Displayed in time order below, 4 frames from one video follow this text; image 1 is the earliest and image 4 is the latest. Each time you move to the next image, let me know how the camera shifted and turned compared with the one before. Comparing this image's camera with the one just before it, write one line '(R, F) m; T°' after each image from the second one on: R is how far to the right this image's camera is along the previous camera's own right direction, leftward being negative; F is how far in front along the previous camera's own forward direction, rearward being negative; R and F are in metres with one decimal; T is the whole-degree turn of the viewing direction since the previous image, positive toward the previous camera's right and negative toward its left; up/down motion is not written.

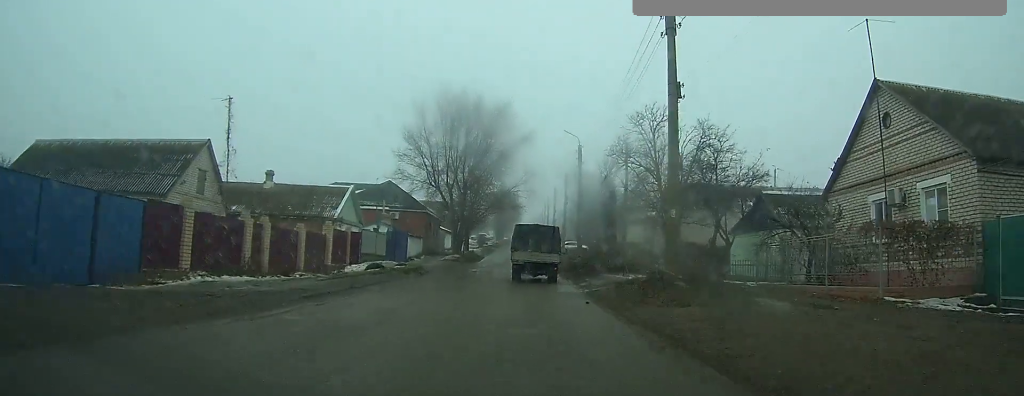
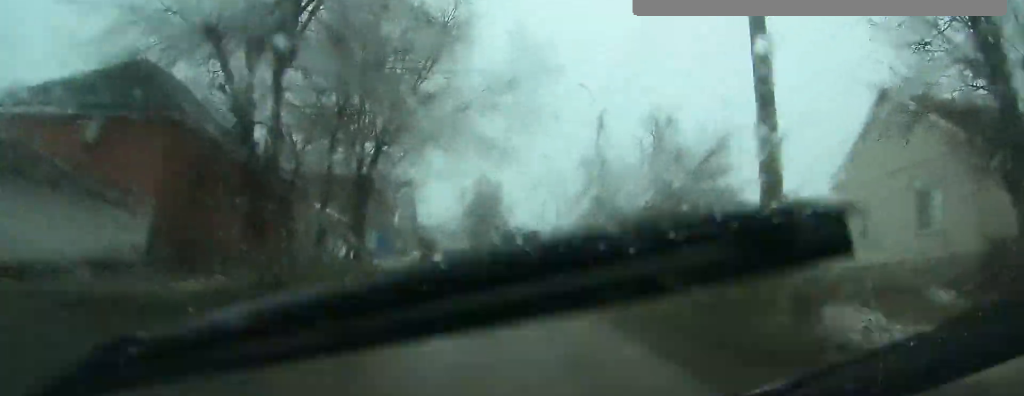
(+1.4, +40.3) m; +1°
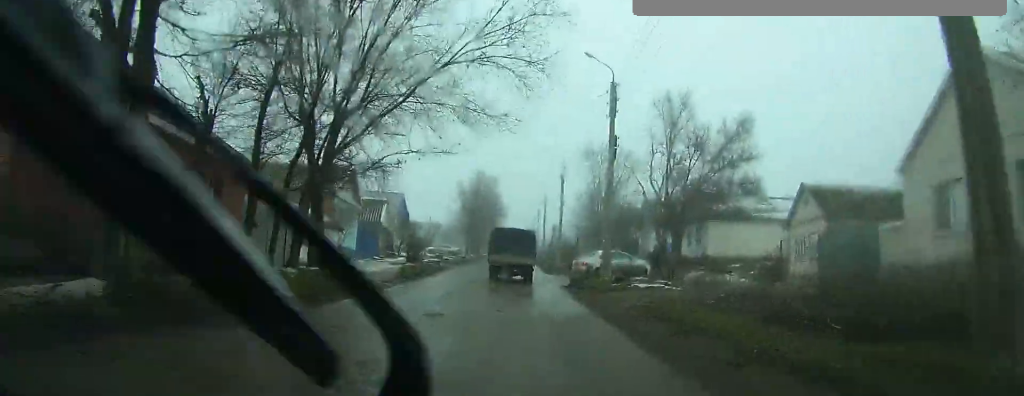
(0.0, +5.5) m; 0°
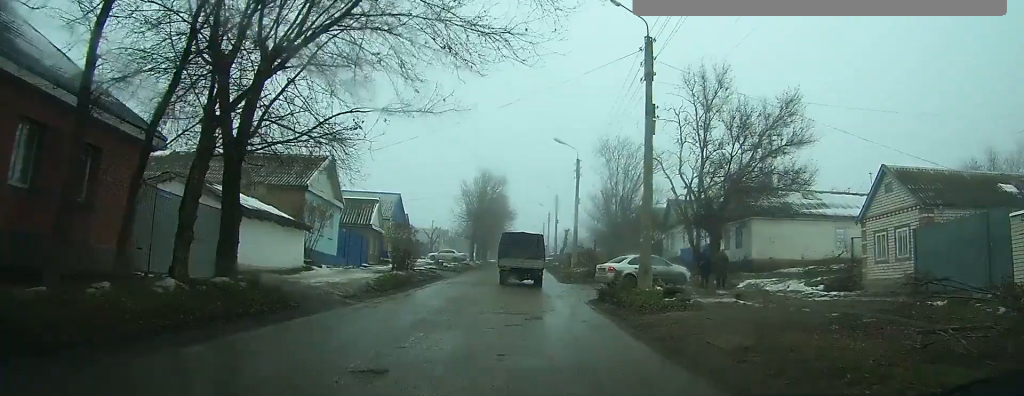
(0.0, +6.3) m; 0°
